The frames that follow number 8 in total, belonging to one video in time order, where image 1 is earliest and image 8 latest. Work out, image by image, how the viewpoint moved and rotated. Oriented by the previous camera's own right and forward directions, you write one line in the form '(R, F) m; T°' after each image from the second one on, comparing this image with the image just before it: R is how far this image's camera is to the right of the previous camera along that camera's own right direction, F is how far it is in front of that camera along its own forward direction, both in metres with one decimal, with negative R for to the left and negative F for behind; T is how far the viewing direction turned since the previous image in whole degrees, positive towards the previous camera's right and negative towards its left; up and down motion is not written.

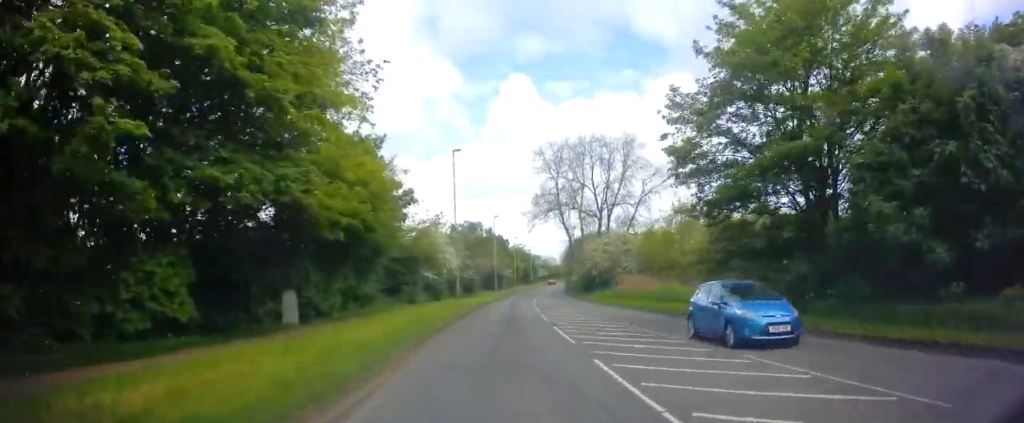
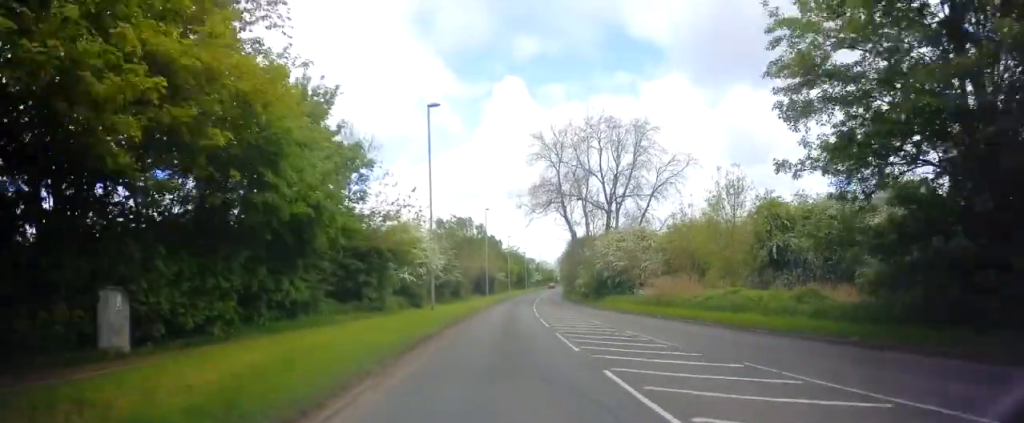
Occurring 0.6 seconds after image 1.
(0.0, +10.2) m; +1°
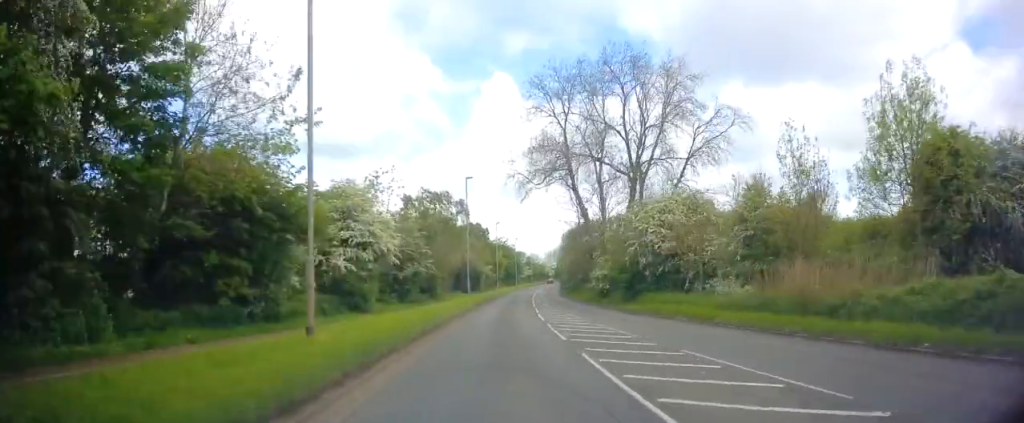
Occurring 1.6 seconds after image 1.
(+0.2, +16.4) m; +1°
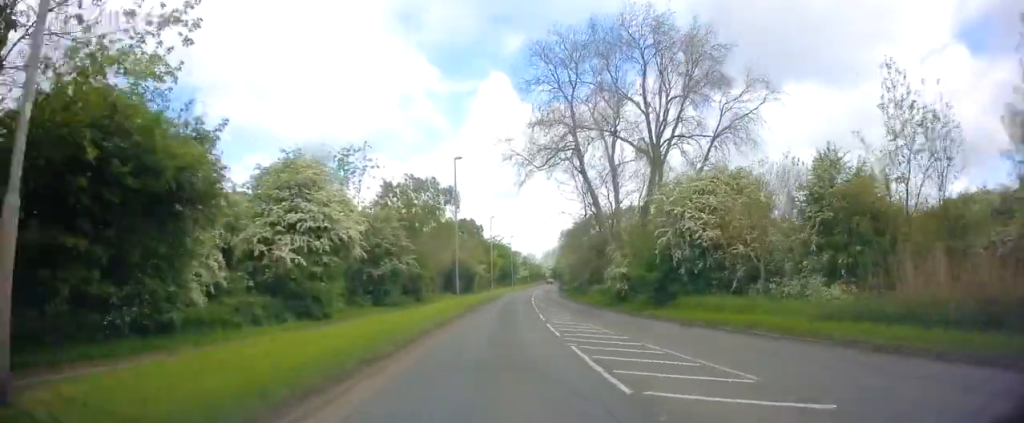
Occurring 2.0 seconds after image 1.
(+0.2, +7.4) m; 0°
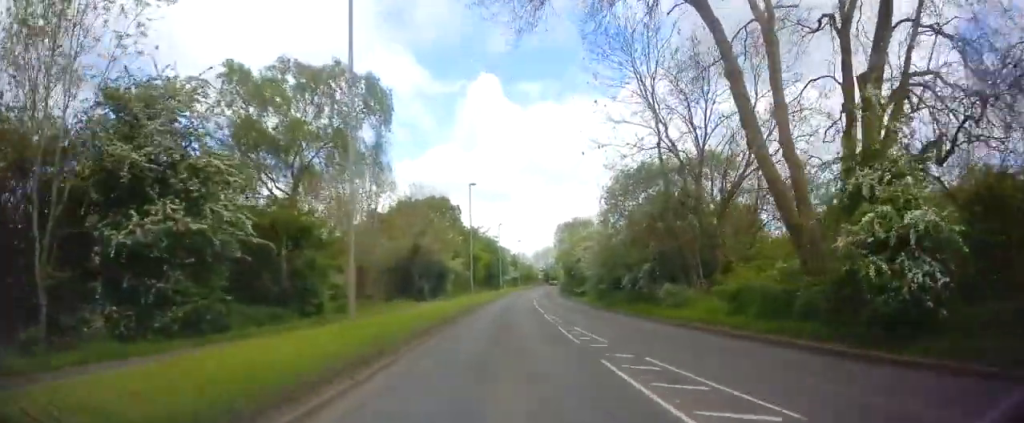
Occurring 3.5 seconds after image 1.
(-0.1, +26.0) m; +1°
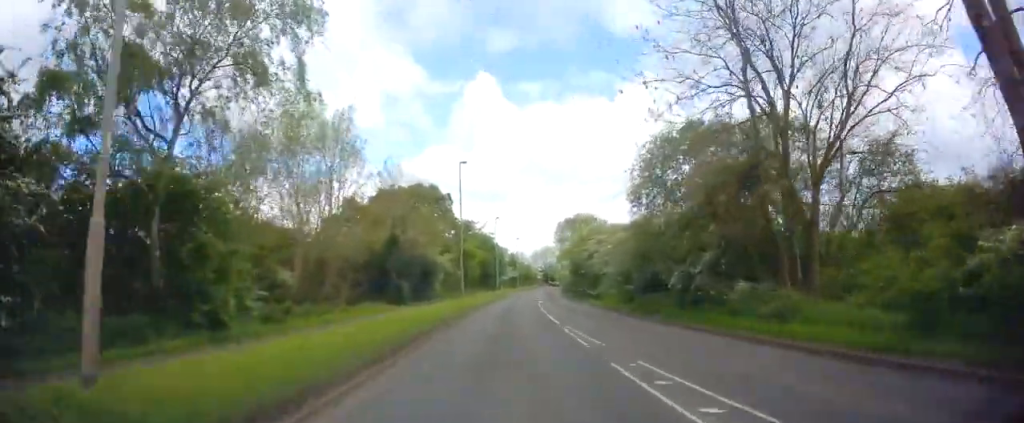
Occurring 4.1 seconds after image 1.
(+0.3, +9.0) m; +1°
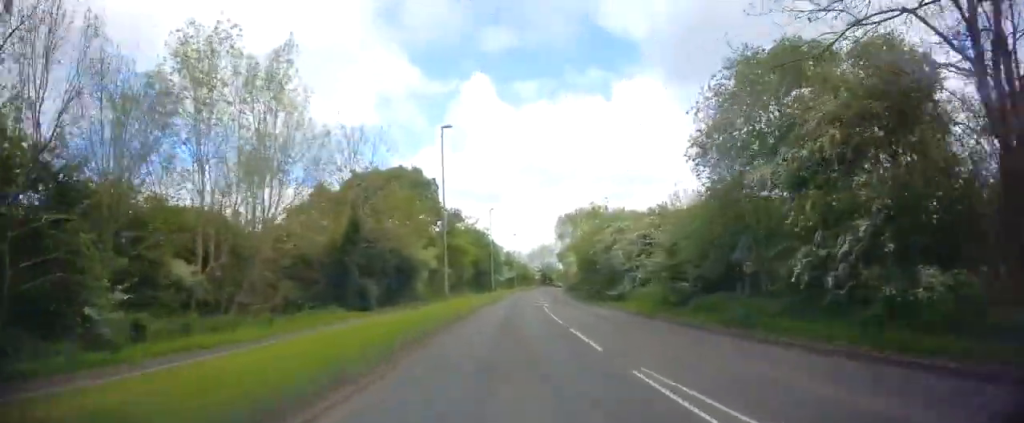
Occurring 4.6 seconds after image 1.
(0.0, +9.6) m; +1°
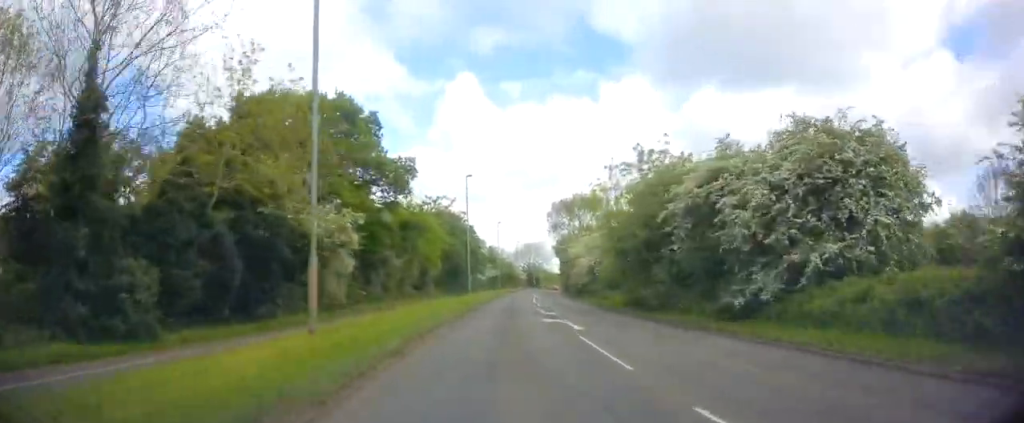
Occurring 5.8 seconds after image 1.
(+0.2, +20.3) m; +2°
